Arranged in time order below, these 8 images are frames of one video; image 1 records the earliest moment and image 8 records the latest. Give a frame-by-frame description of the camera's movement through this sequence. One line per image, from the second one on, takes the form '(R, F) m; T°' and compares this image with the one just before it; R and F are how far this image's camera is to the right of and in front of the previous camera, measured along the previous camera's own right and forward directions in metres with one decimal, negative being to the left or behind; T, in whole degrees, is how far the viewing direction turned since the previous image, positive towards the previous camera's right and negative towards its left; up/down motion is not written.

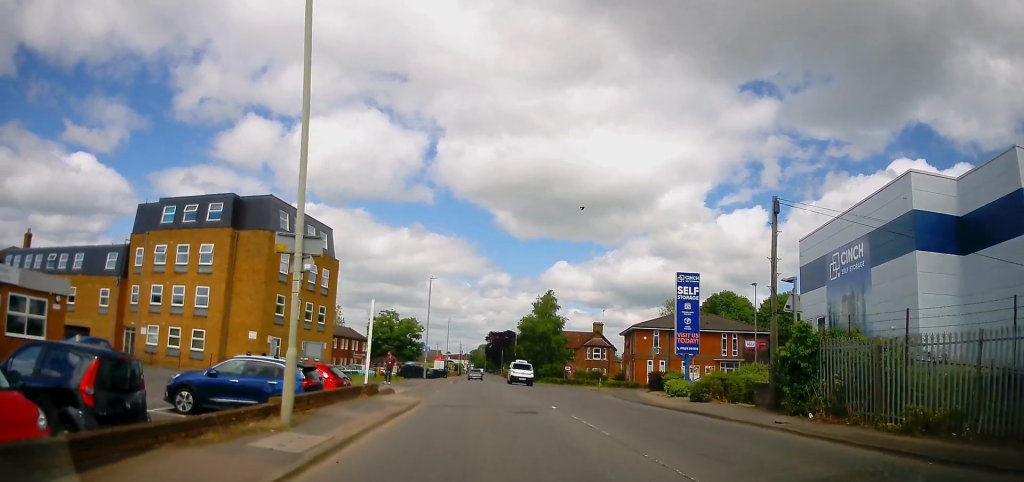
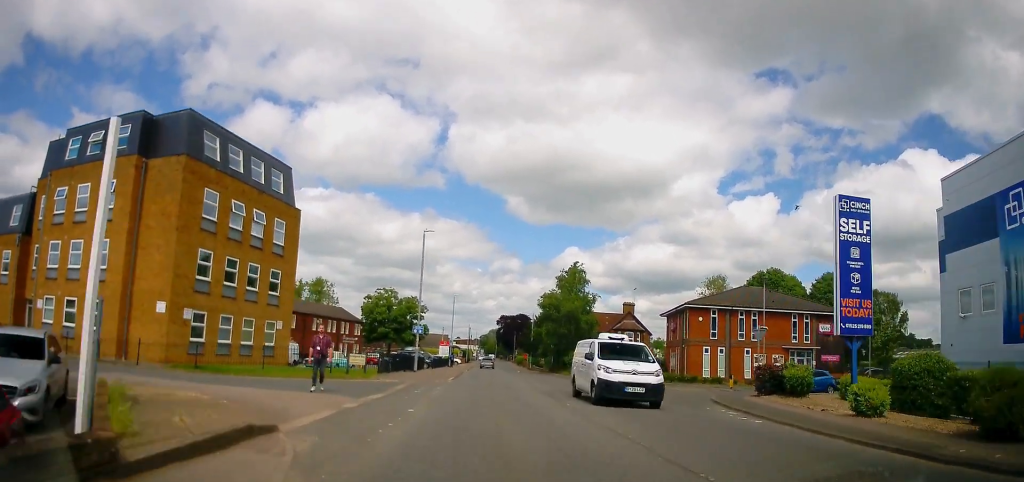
(-0.3, +13.6) m; -2°
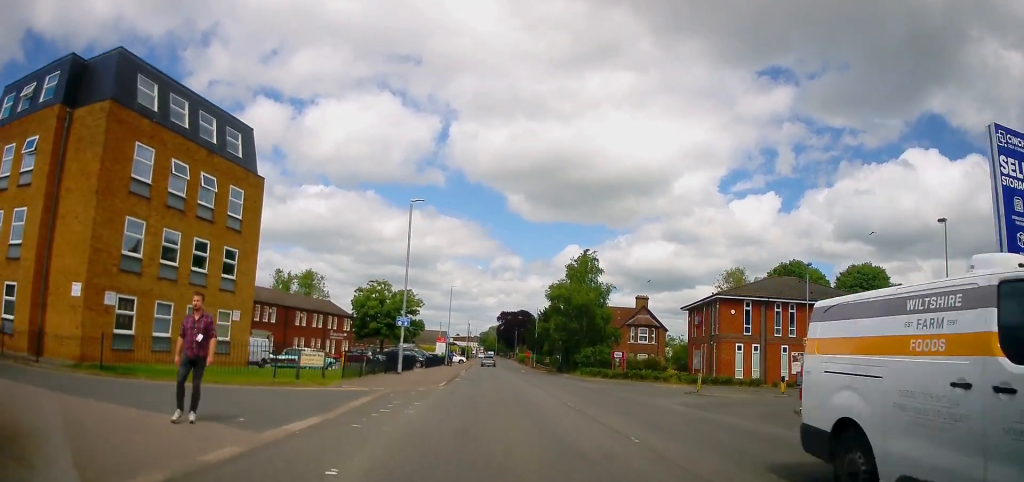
(-0.1, +6.7) m; 0°
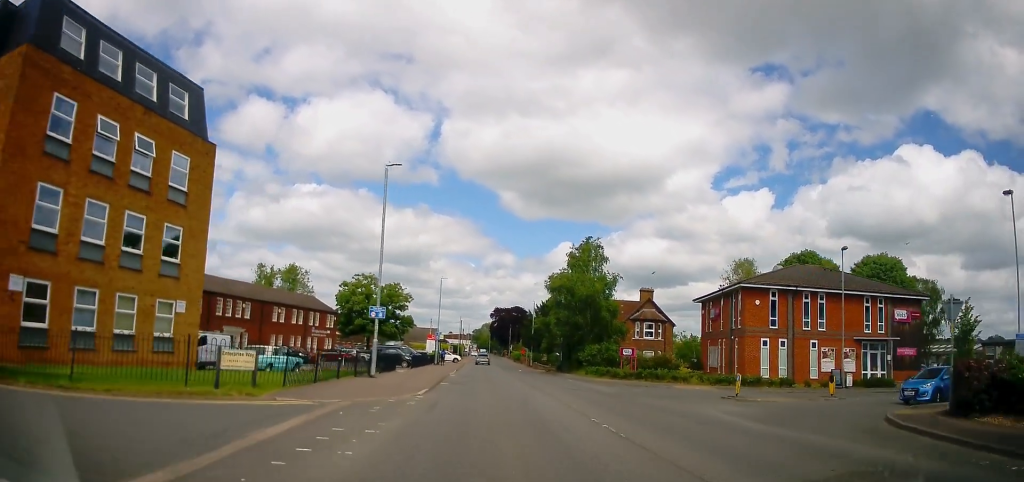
(0.0, +5.2) m; 0°
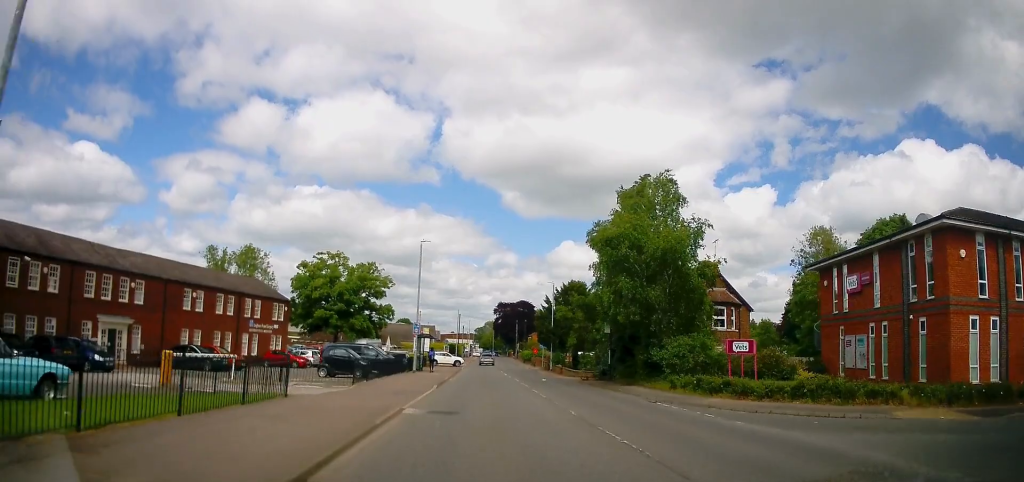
(+0.4, +18.6) m; +2°
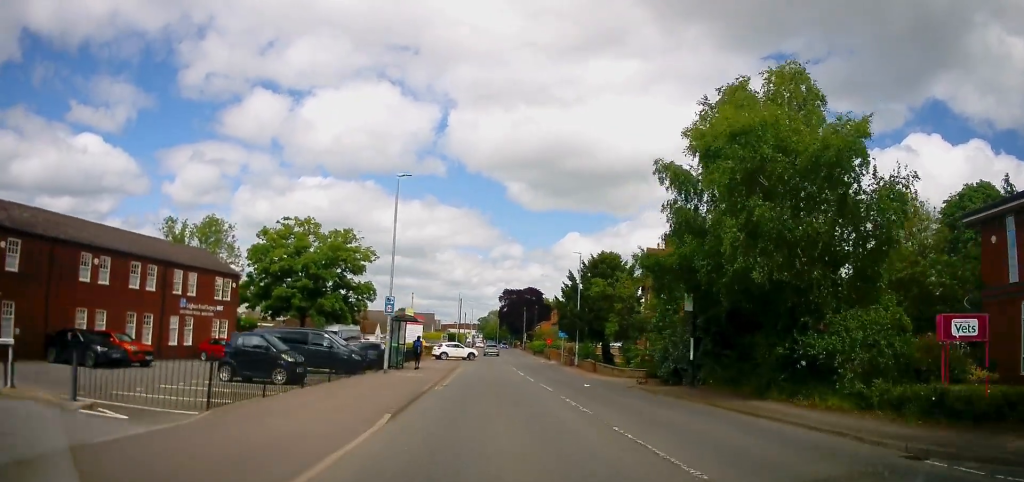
(0.0, +12.4) m; +1°
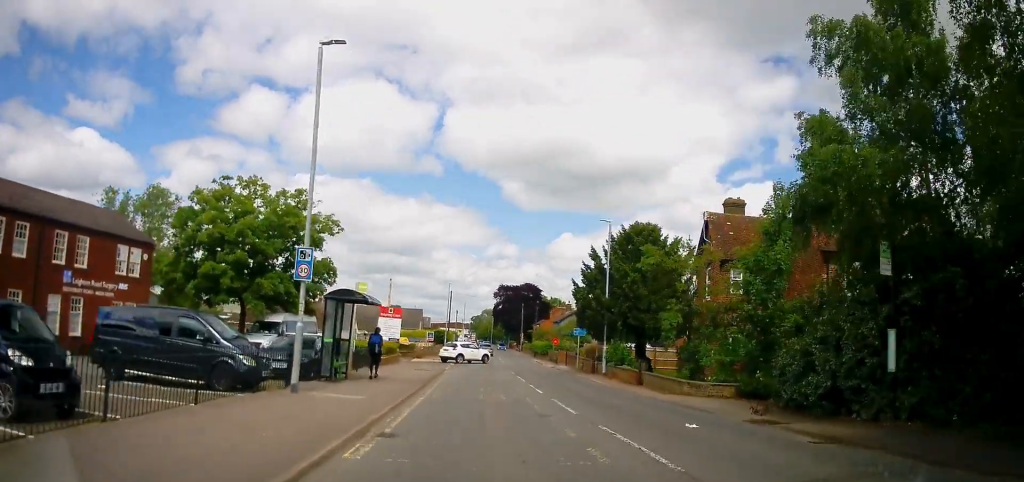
(+0.3, +11.4) m; 0°
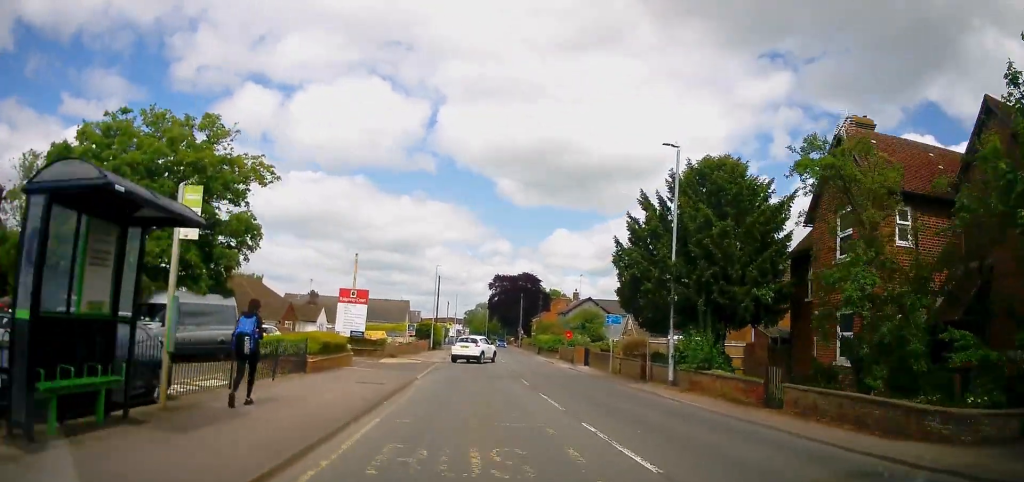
(-0.3, +12.0) m; -1°
